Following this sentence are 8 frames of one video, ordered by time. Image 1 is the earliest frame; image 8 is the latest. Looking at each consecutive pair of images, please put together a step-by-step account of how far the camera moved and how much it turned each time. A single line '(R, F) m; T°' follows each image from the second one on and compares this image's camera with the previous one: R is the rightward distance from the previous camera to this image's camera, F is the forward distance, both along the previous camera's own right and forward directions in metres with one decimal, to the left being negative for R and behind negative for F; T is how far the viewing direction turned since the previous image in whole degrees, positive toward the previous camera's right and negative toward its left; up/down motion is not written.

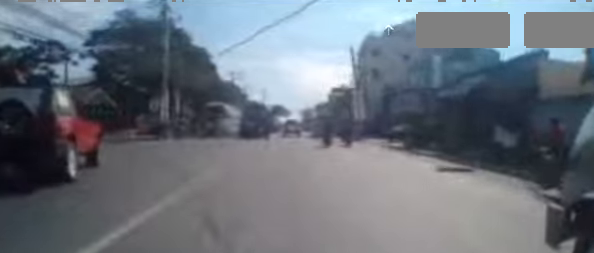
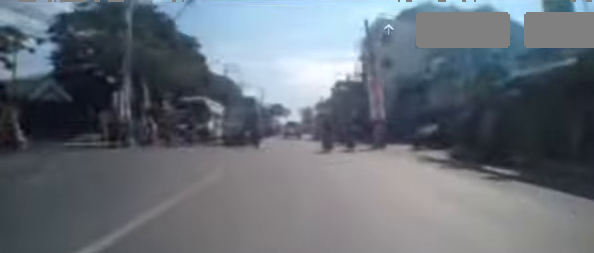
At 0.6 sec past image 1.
(0.0, +5.4) m; 0°
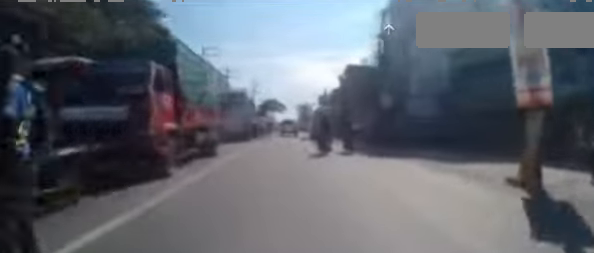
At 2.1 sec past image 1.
(0.0, +14.0) m; -2°
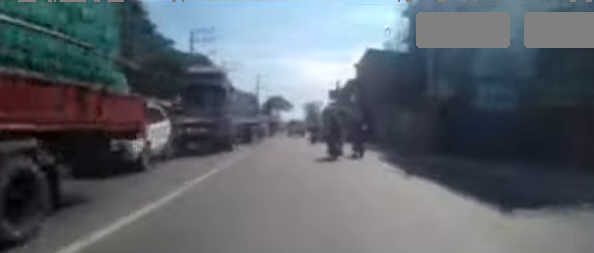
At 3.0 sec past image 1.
(-0.3, +8.0) m; -2°
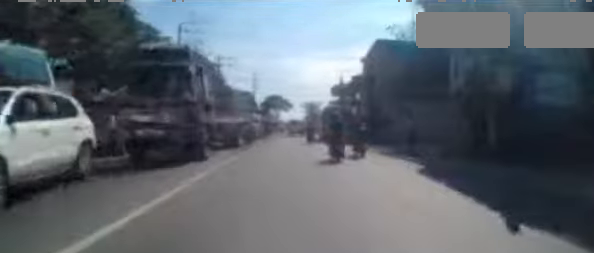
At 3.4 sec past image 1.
(0.0, +4.2) m; 0°
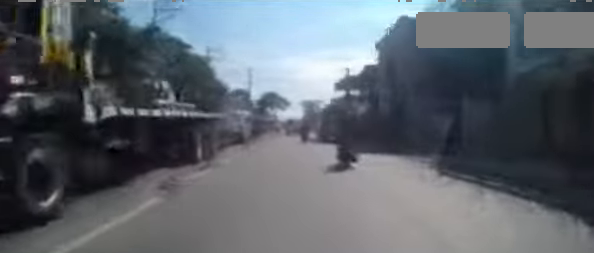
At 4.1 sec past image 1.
(-0.1, +6.4) m; +2°
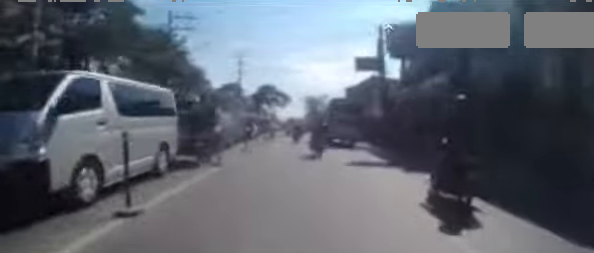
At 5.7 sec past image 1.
(+0.6, +14.4) m; +3°
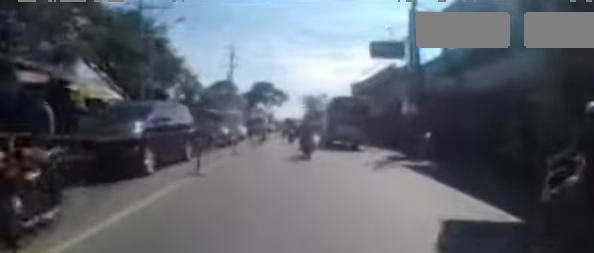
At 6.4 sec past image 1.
(0.0, +6.6) m; +1°
